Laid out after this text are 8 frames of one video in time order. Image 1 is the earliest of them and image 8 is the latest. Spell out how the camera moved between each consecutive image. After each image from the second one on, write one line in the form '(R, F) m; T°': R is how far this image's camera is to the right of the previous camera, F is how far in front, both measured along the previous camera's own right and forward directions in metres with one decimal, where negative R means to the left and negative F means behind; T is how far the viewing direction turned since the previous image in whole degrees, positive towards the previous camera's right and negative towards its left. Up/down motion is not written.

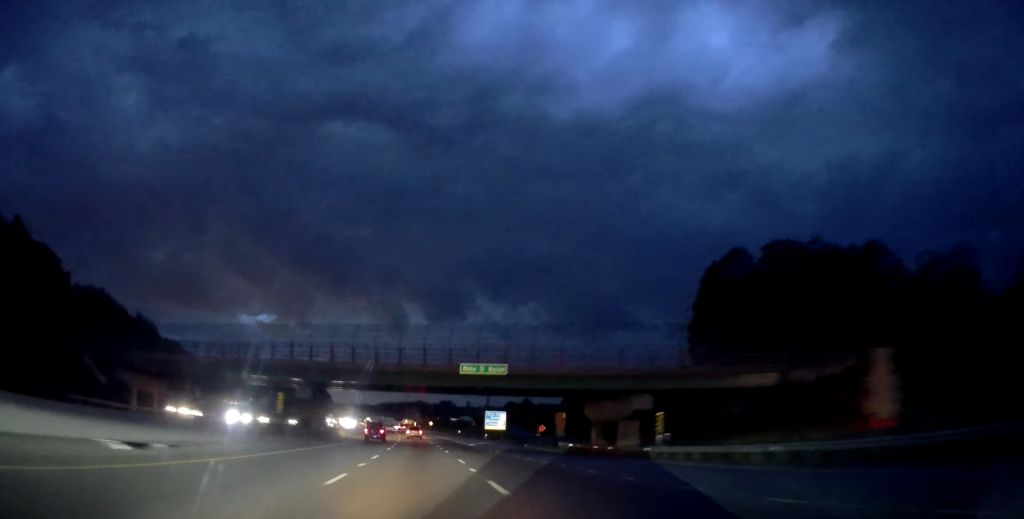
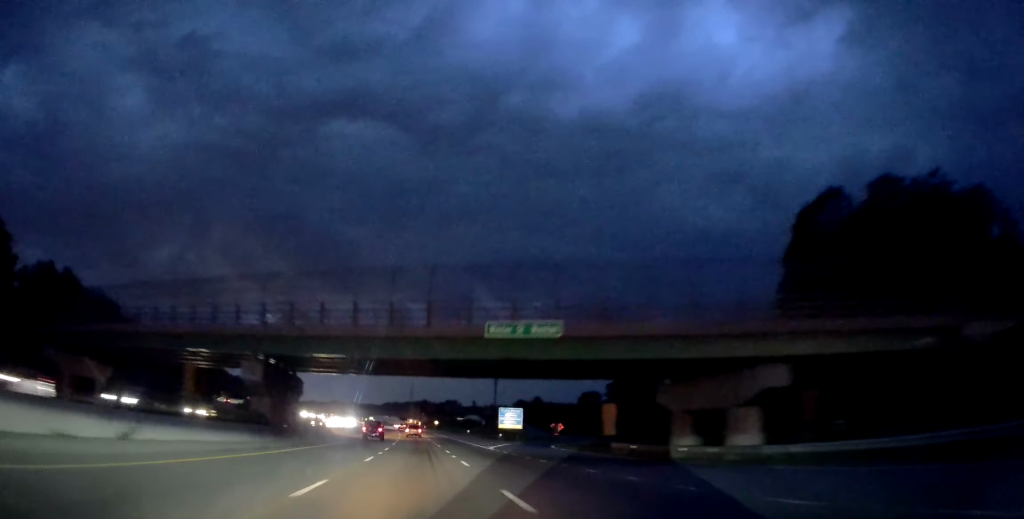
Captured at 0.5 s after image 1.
(-0.3, +14.8) m; -1°
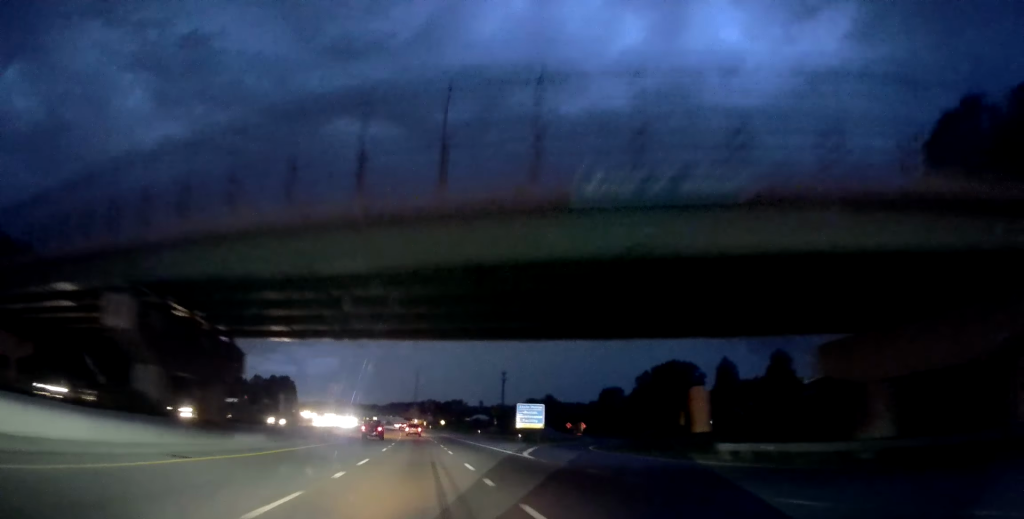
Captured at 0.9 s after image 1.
(0.0, +14.9) m; 0°
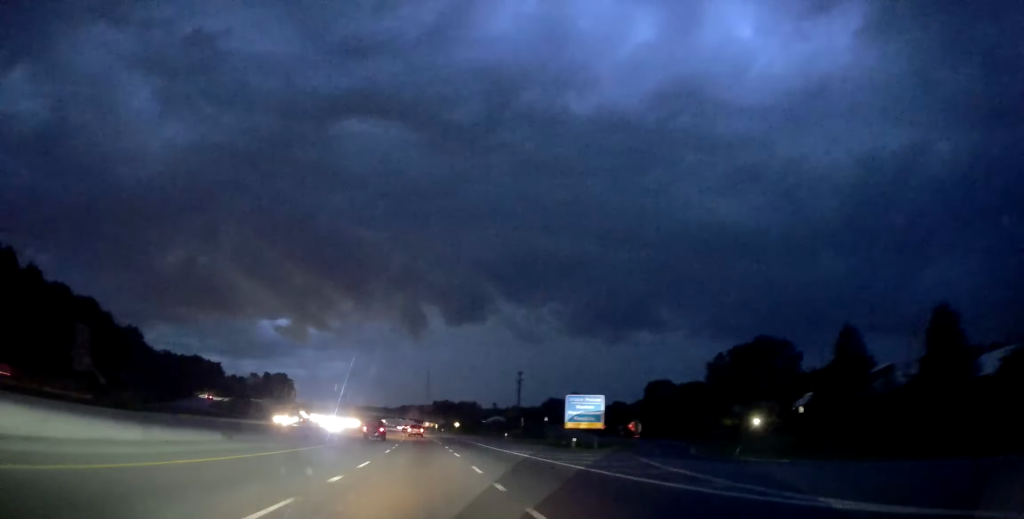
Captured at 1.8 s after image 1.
(0.0, +26.6) m; 0°
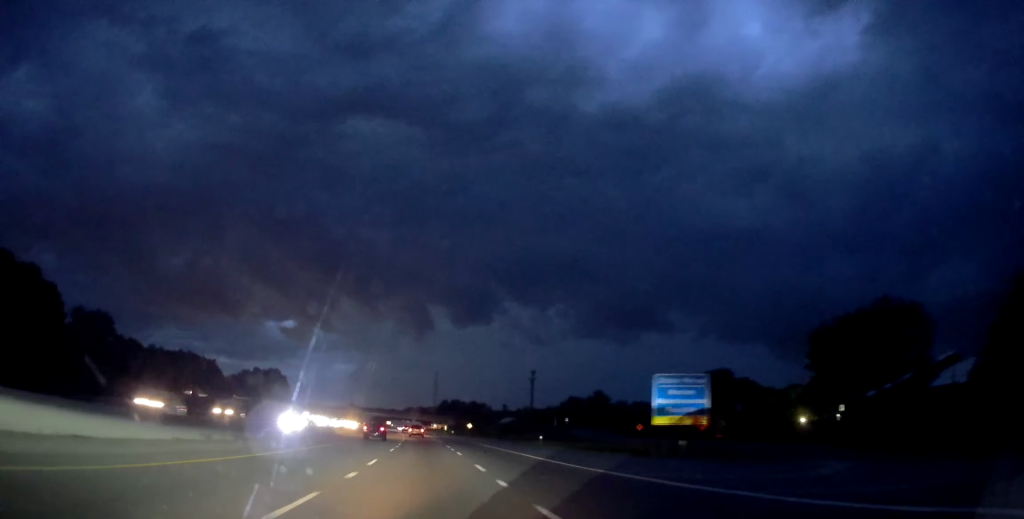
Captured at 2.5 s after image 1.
(+0.2, +23.1) m; -1°
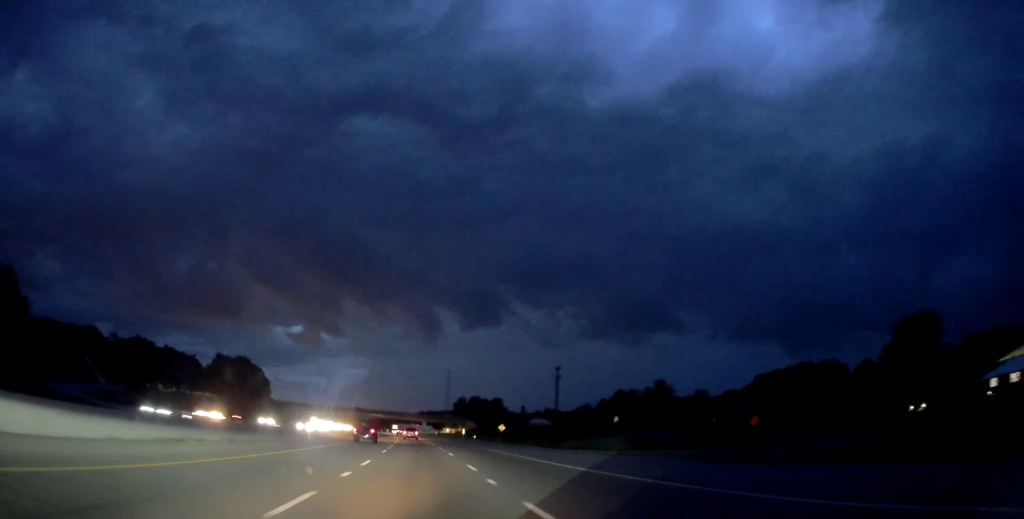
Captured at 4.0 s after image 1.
(-1.0, +47.7) m; -2°
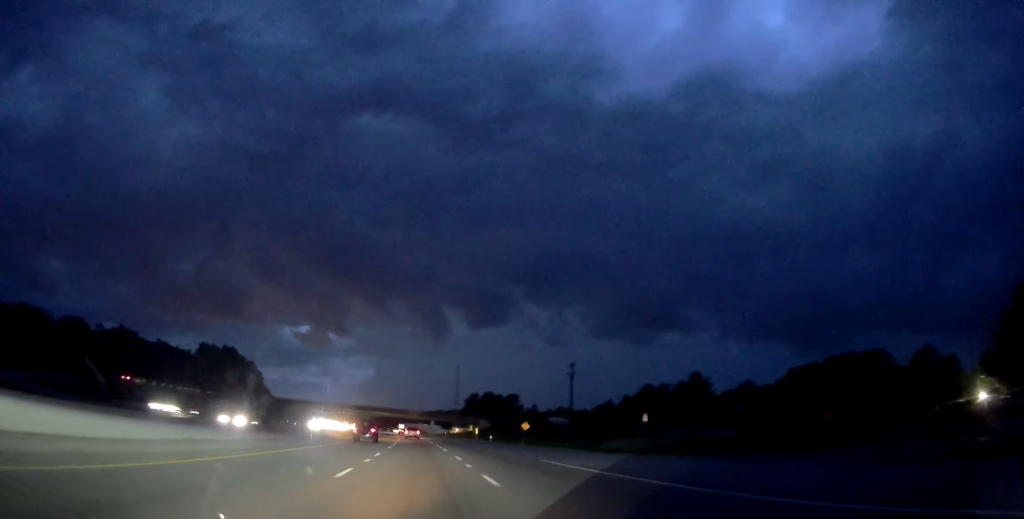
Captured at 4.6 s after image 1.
(0.0, +17.4) m; -1°
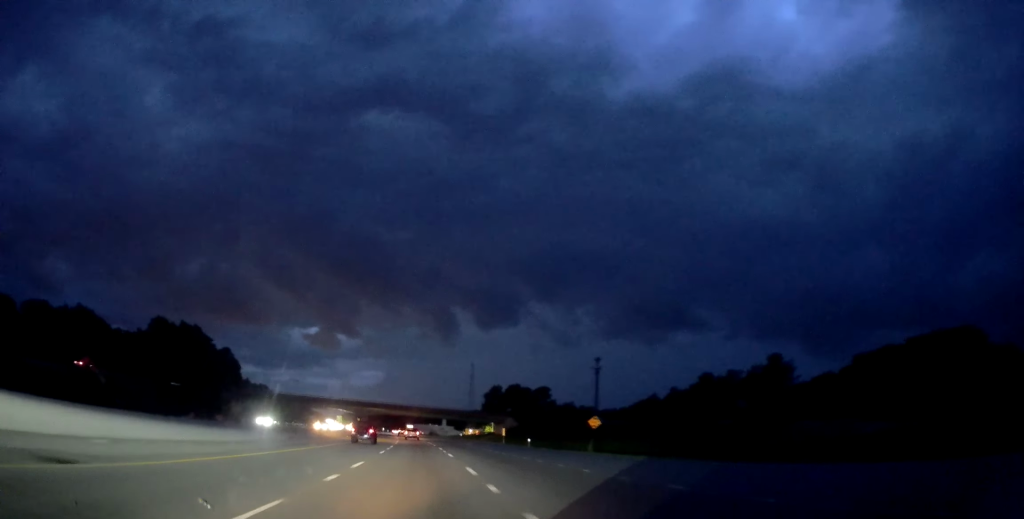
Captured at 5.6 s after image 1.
(-0.9, +31.0) m; -2°
